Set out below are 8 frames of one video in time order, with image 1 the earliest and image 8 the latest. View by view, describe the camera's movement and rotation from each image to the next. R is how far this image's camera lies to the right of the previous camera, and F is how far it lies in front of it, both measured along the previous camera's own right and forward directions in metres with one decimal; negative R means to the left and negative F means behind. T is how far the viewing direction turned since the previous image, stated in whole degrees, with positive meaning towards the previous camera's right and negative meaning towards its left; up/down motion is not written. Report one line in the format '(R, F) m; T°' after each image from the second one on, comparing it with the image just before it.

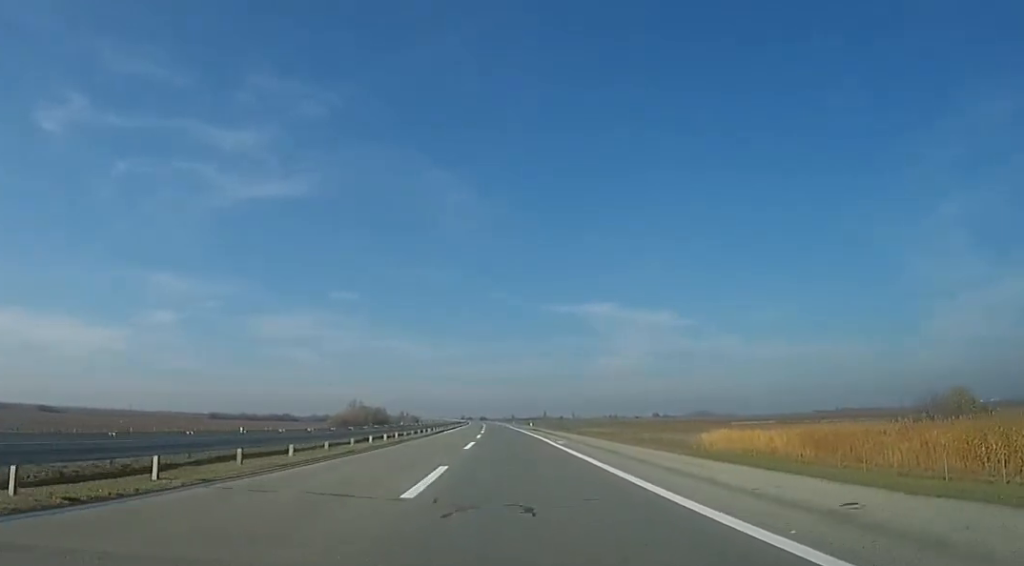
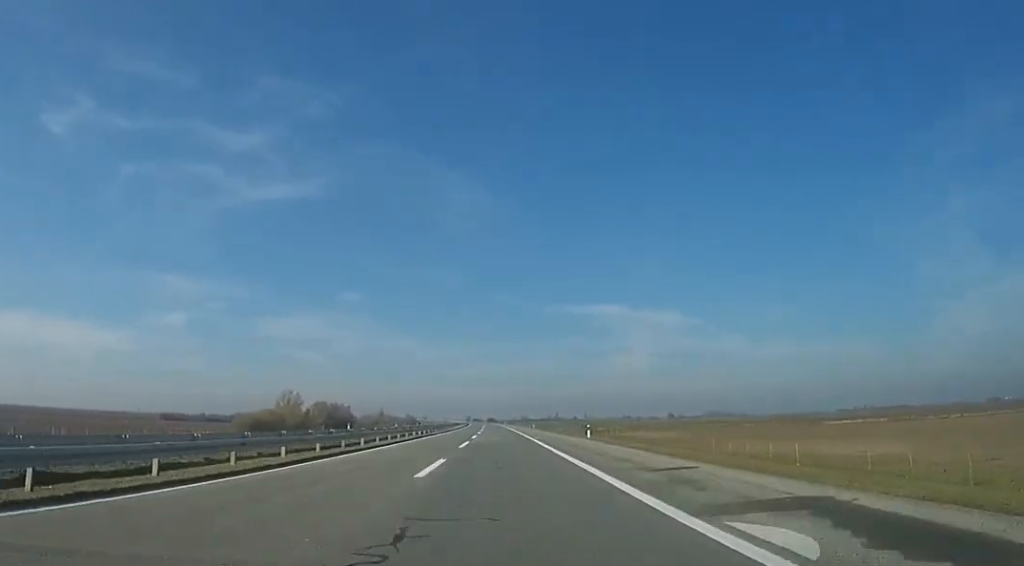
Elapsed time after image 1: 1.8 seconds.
(+0.3, +59.1) m; 0°
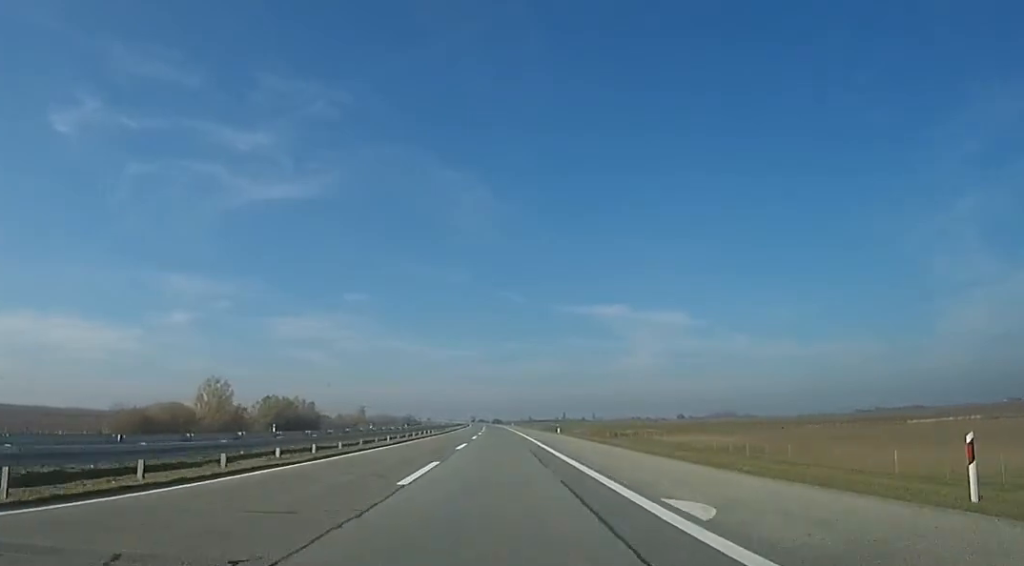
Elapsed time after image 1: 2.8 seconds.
(-0.4, +32.5) m; 0°
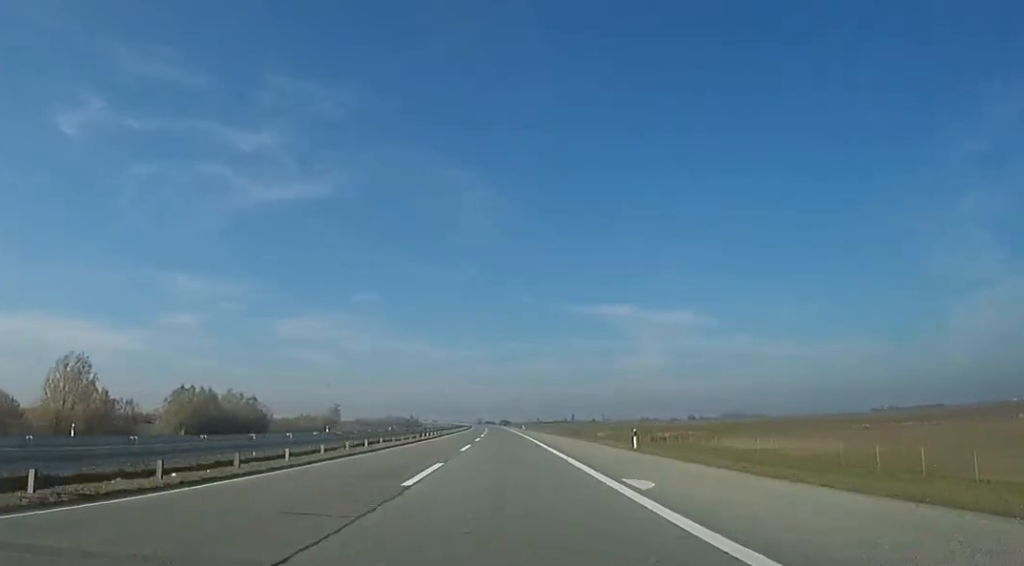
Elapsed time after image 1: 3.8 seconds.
(+0.5, +31.5) m; -1°
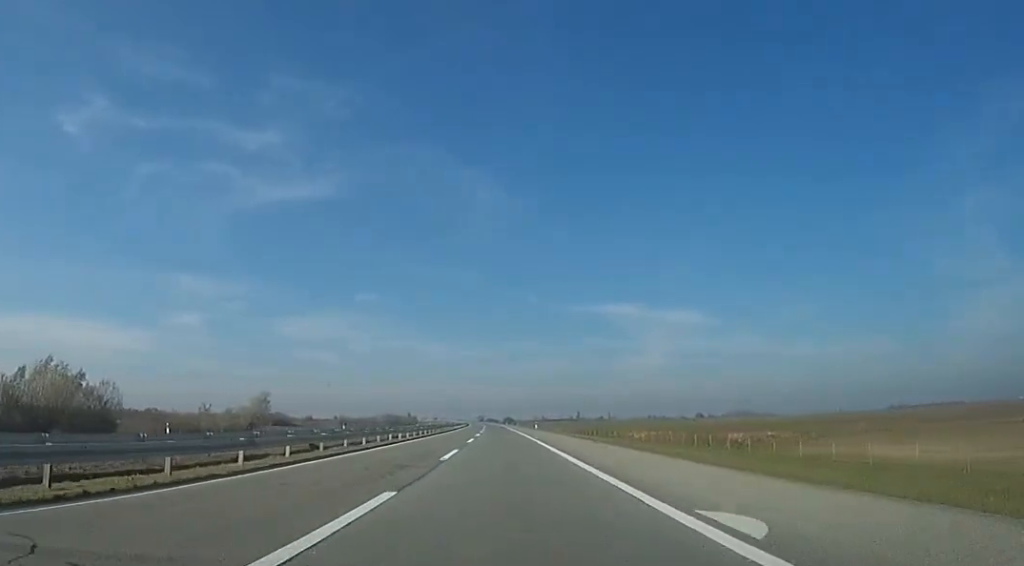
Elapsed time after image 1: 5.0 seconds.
(-1.2, +39.6) m; -1°
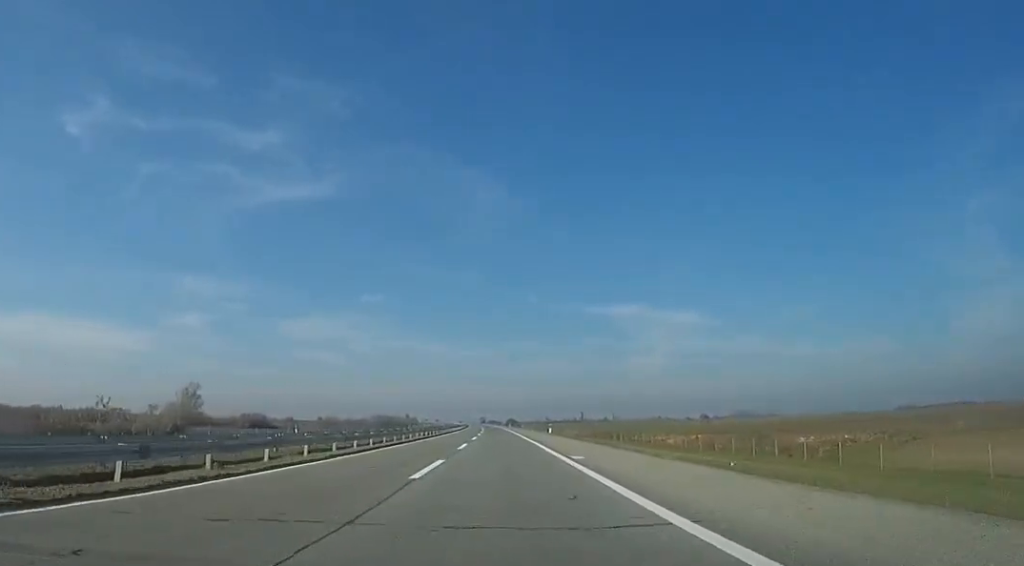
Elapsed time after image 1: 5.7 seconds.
(0.0, +21.8) m; +1°
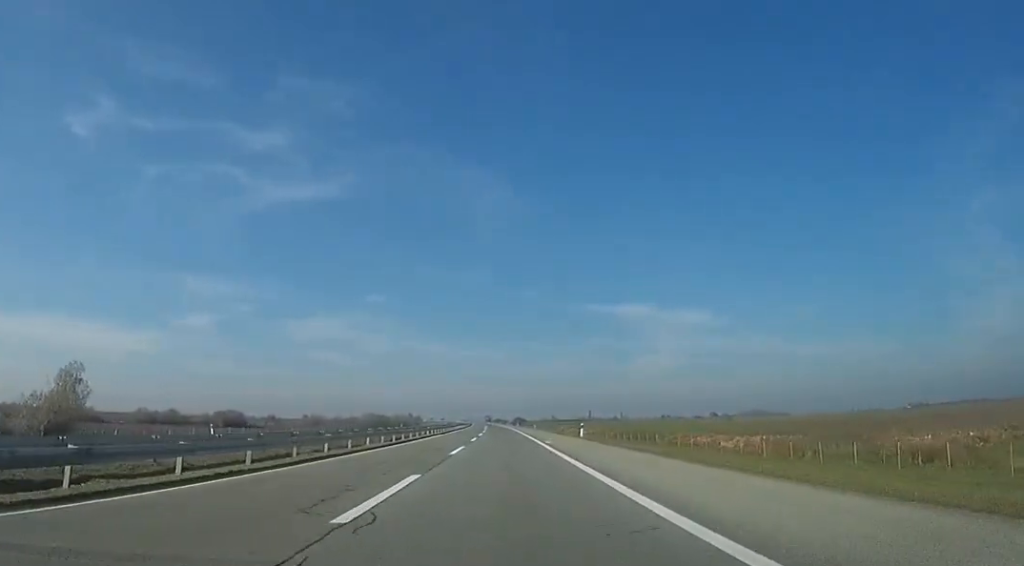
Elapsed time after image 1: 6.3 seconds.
(+0.3, +21.8) m; +1°
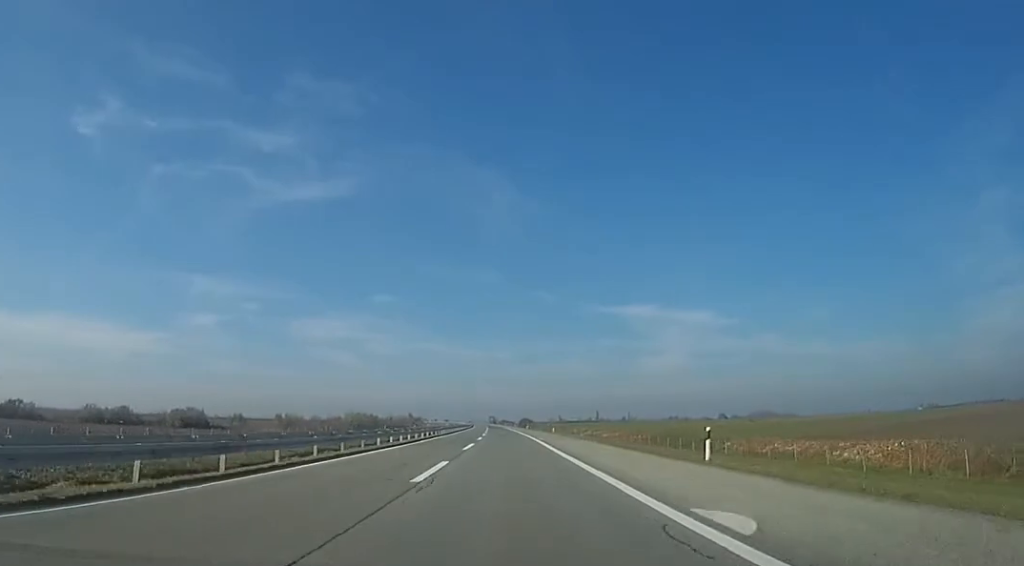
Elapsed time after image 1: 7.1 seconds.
(+0.1, +26.2) m; -1°
